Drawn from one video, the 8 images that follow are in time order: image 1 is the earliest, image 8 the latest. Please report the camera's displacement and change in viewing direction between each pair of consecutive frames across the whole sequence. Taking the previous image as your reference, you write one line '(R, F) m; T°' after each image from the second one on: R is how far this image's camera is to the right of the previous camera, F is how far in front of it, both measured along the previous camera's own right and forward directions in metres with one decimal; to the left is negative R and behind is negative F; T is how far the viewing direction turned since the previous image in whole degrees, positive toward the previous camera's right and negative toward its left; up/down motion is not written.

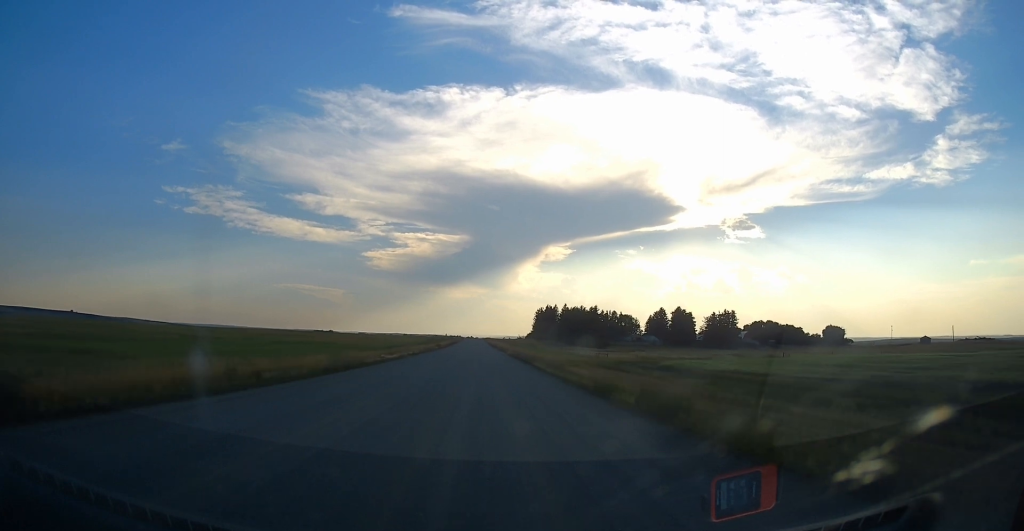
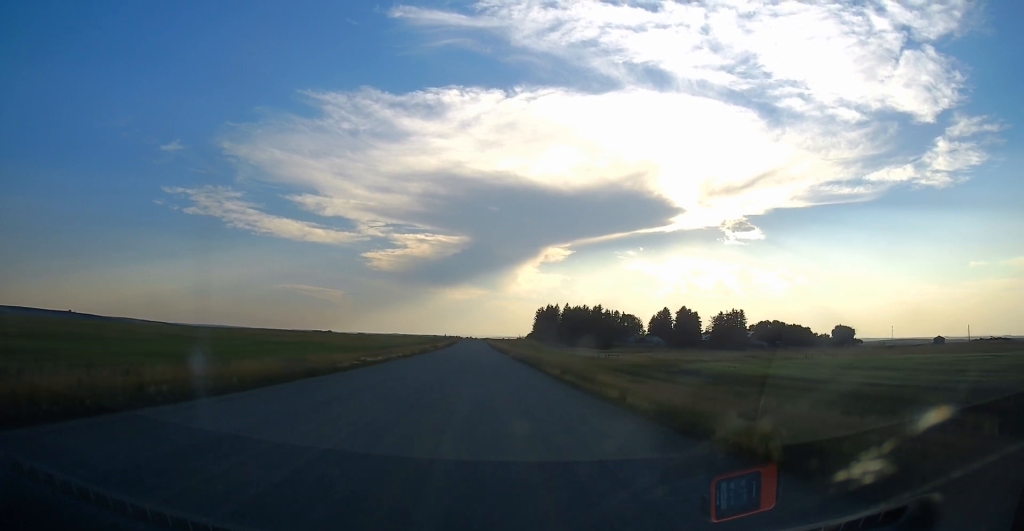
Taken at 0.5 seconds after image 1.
(0.0, +8.7) m; 0°
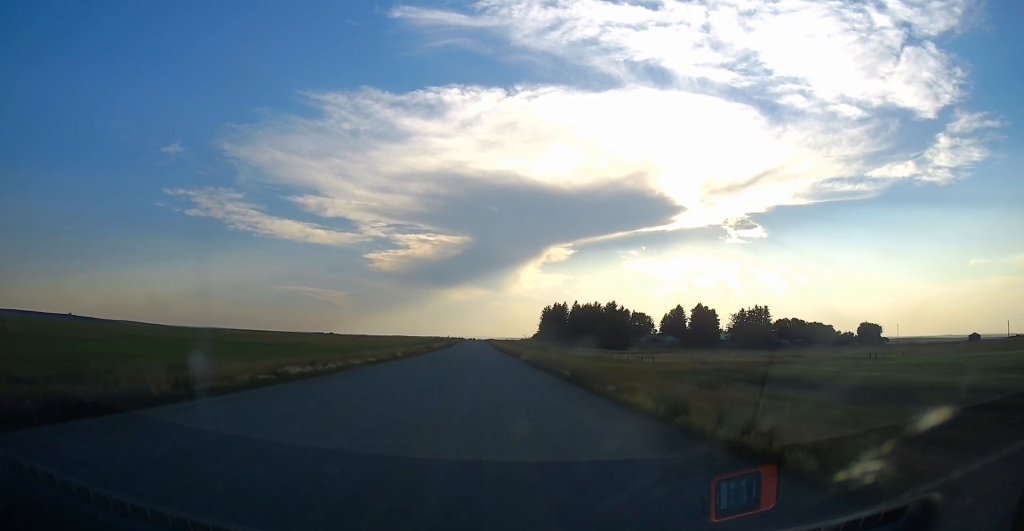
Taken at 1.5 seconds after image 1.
(0.0, +18.2) m; +1°
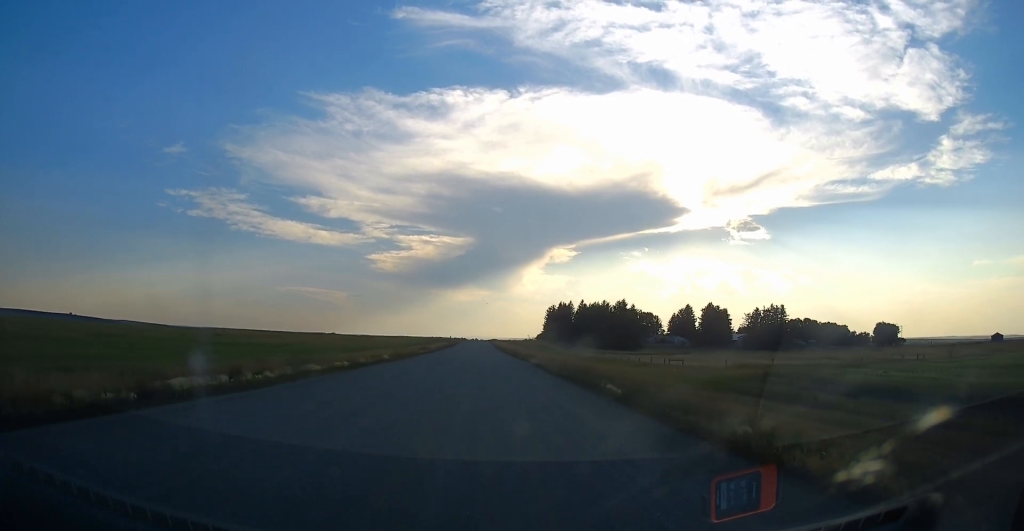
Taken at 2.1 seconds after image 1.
(+0.1, +10.6) m; 0°
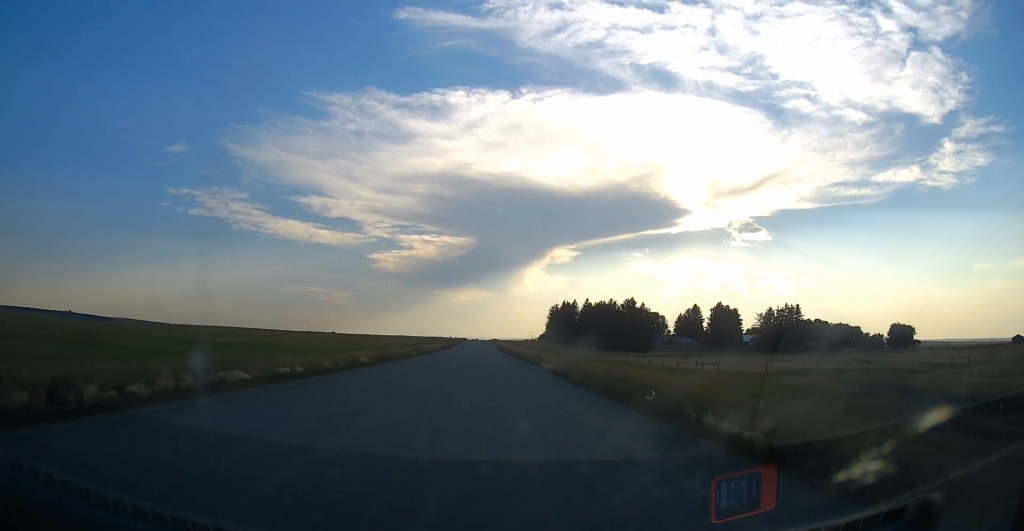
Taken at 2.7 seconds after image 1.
(+0.3, +10.0) m; 0°
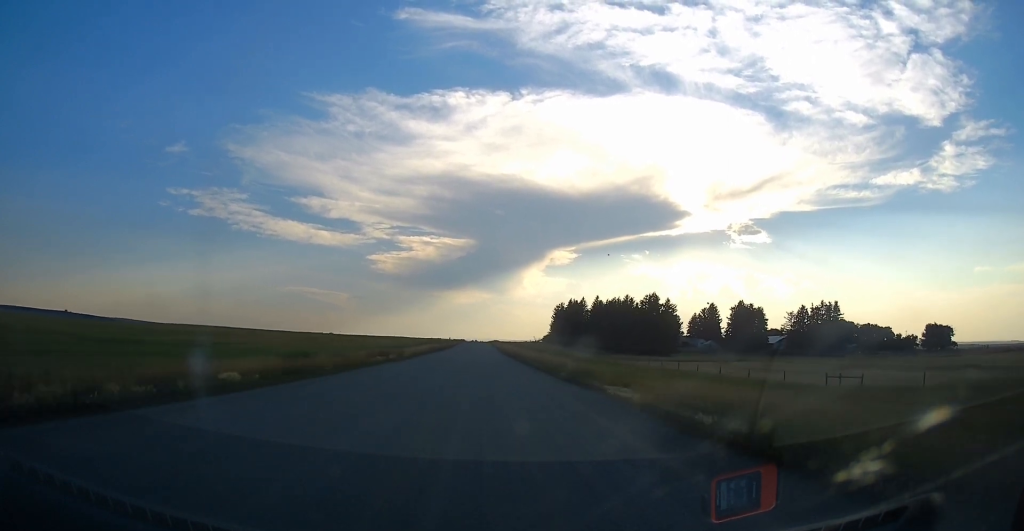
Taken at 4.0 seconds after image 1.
(-0.8, +23.3) m; -3°
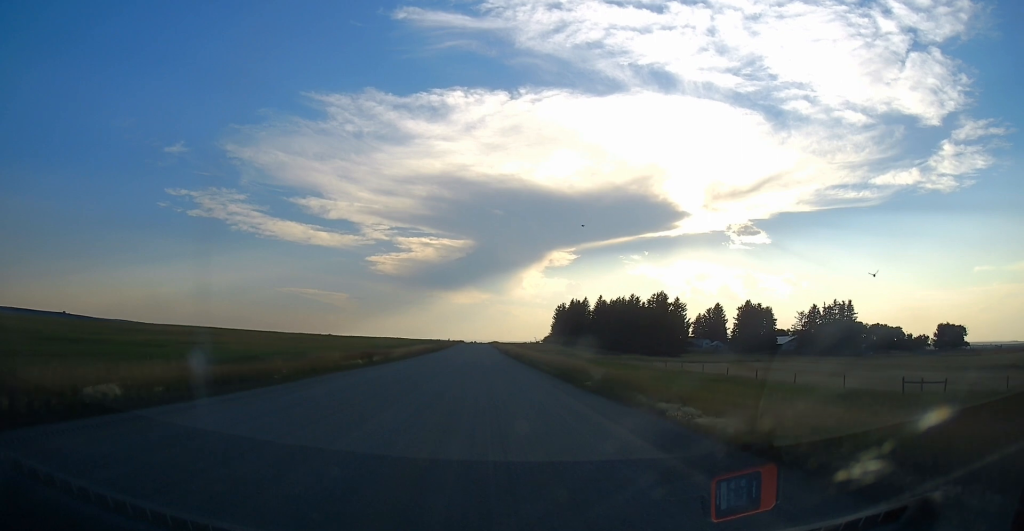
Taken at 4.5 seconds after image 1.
(-0.3, +7.5) m; +1°
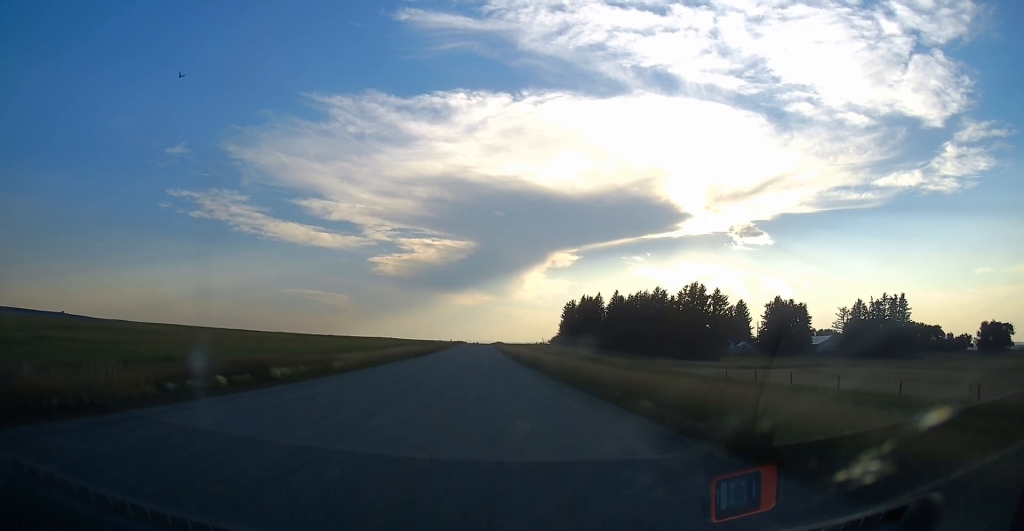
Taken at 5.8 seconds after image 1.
(+0.9, +22.6) m; +2°
